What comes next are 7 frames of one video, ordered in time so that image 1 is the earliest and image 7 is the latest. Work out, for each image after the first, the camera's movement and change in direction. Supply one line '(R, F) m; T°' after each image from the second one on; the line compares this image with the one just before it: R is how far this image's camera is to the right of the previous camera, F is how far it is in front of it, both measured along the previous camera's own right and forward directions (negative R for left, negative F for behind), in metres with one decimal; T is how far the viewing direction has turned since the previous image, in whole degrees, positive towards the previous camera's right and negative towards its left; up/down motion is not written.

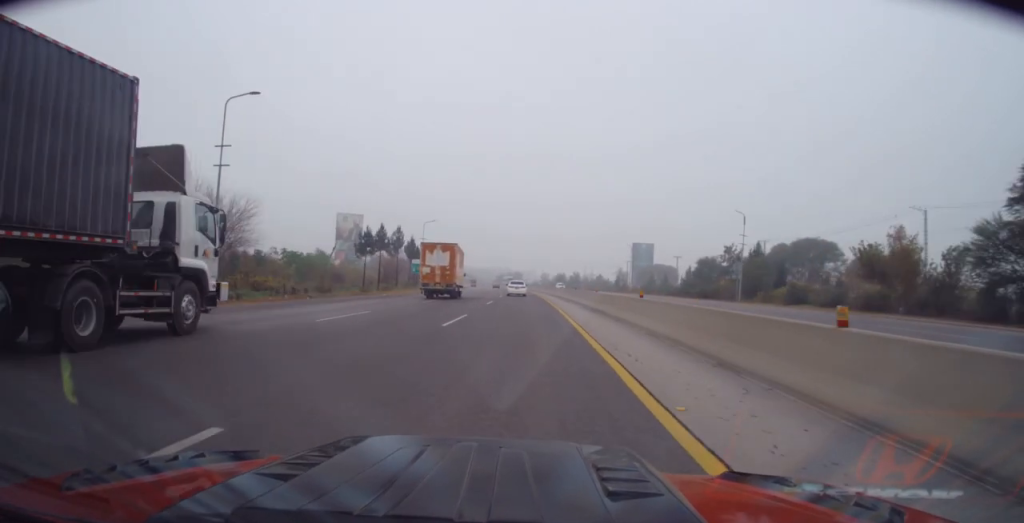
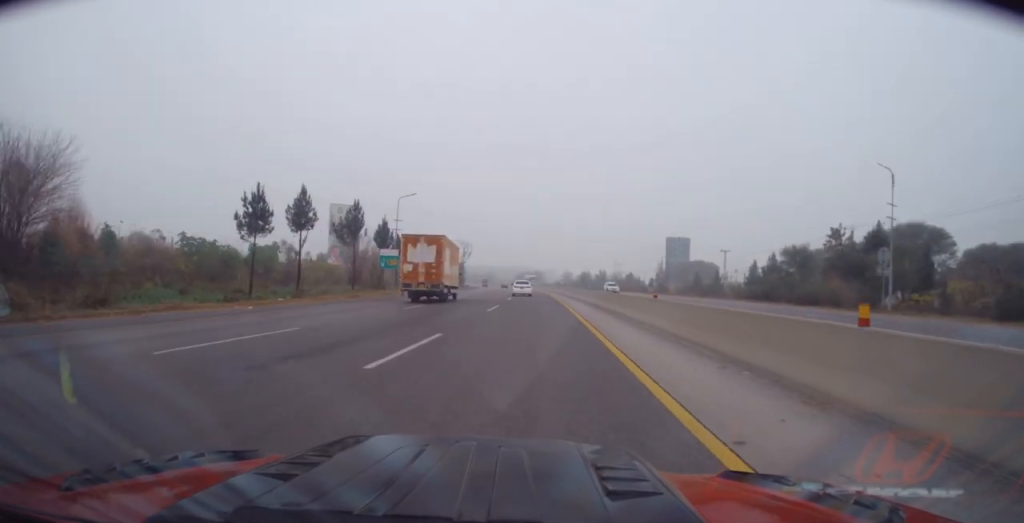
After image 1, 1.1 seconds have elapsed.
(-0.9, +26.0) m; -2°
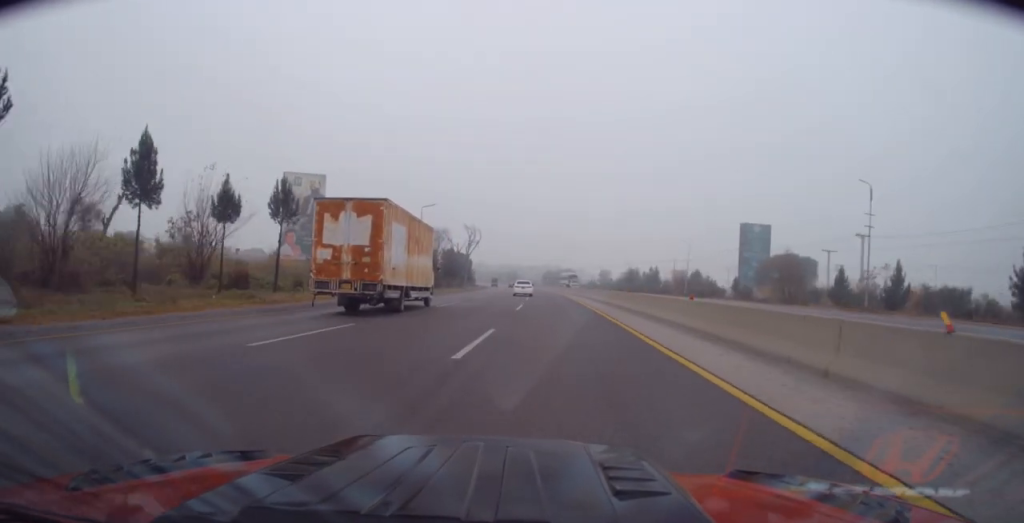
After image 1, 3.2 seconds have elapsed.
(+0.6, +52.4) m; -1°
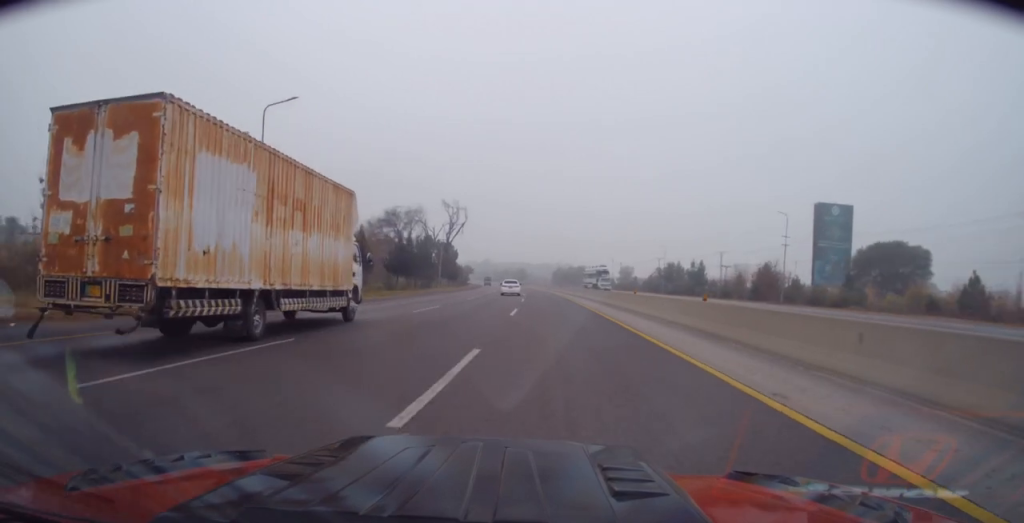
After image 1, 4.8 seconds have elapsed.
(-1.0, +40.6) m; -2°
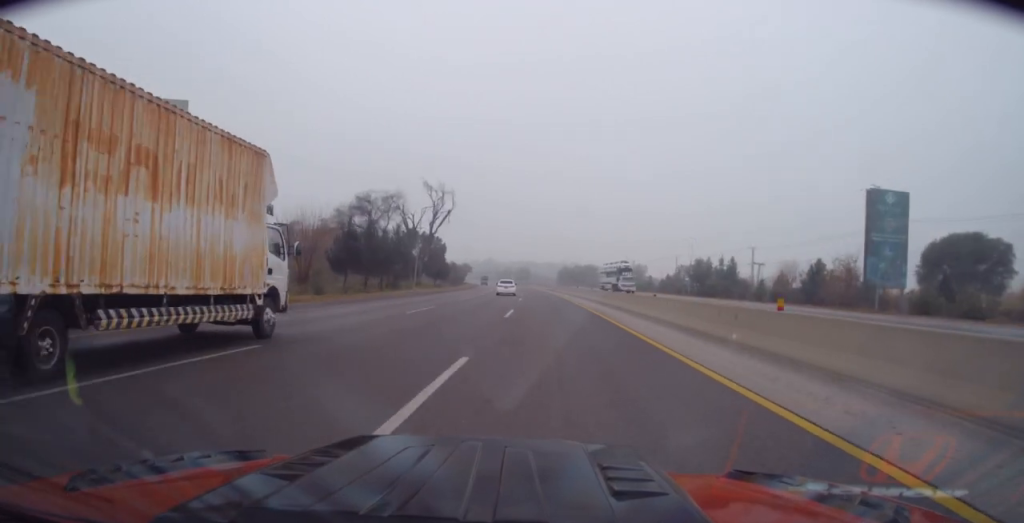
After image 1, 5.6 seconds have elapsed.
(-0.1, +19.1) m; -1°
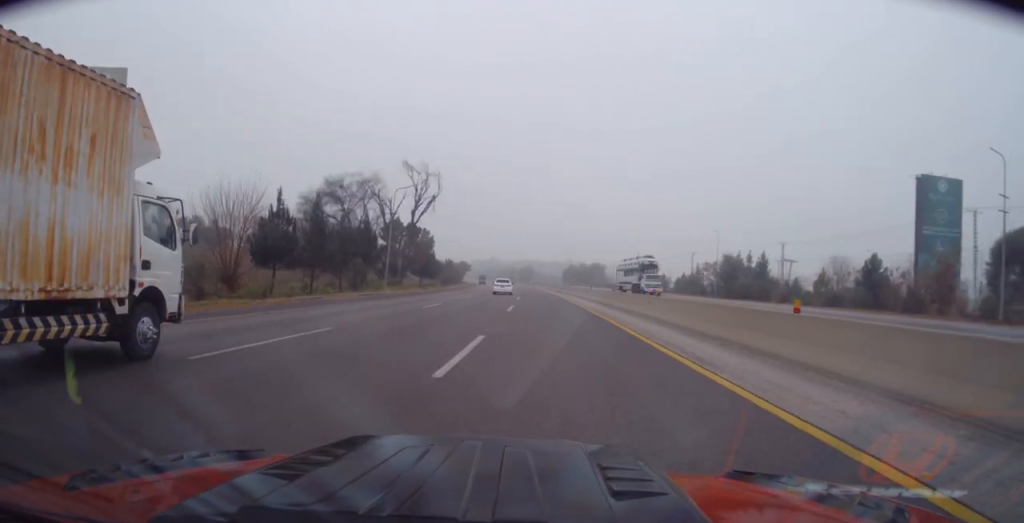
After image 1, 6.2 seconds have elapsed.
(-0.2, +14.1) m; -1°
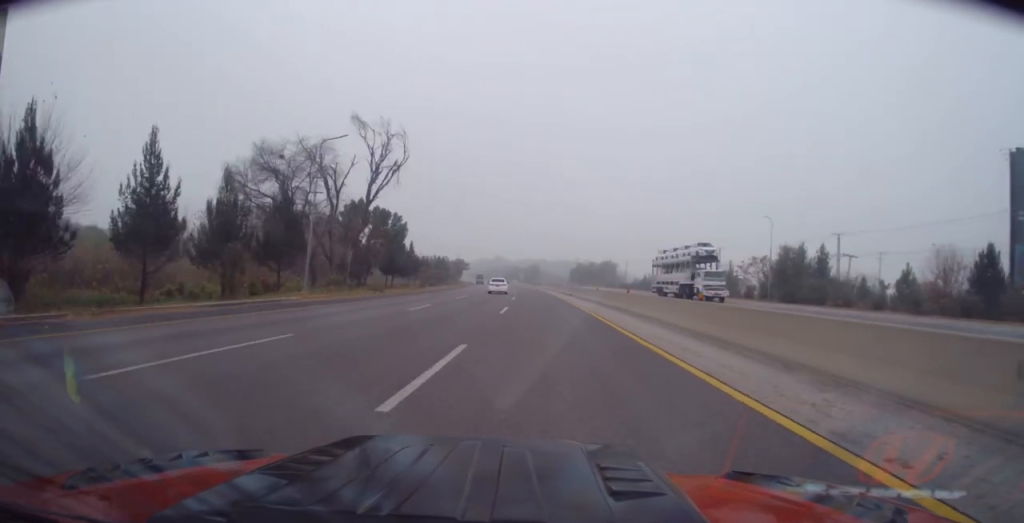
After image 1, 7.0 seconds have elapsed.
(-0.1, +20.0) m; 0°
